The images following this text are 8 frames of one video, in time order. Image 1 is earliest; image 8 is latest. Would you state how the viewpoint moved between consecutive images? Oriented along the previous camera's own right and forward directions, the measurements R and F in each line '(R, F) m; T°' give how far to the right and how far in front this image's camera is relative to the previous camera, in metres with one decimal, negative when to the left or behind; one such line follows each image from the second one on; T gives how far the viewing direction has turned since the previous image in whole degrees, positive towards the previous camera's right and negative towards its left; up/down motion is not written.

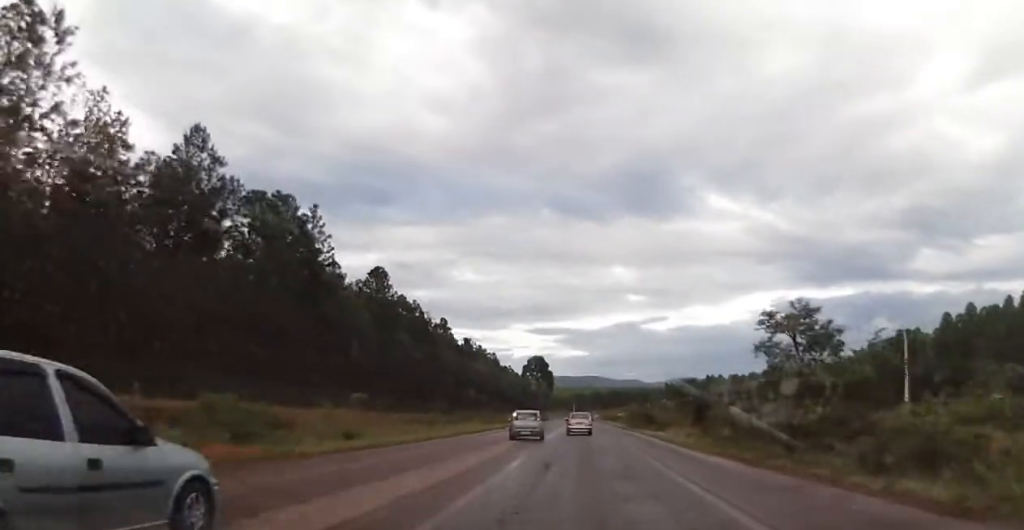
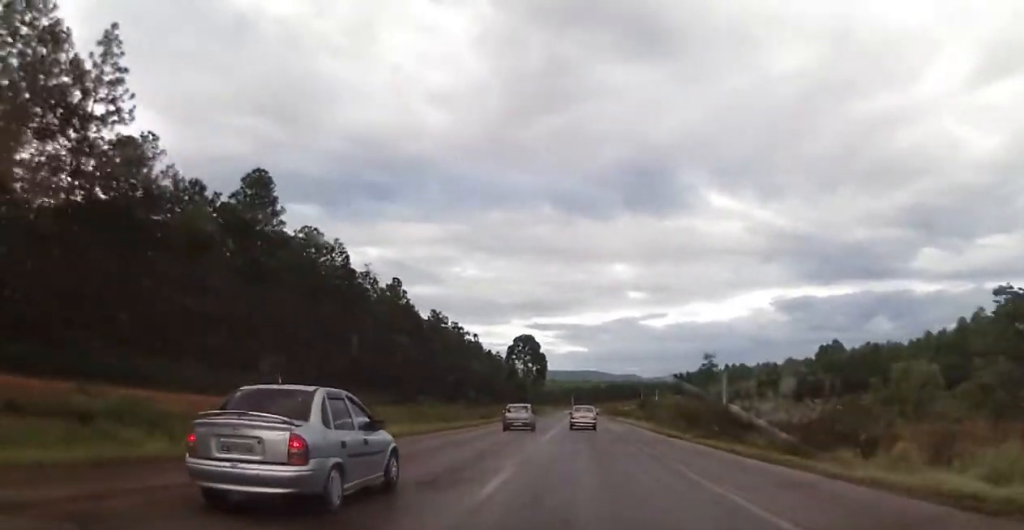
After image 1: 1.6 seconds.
(0.0, +35.4) m; 0°
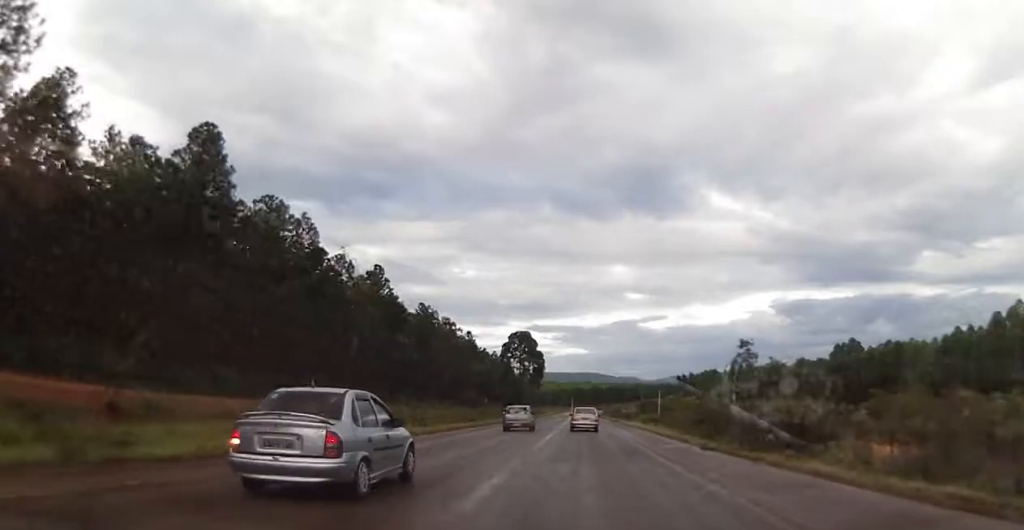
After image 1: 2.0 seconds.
(0.0, +9.0) m; 0°
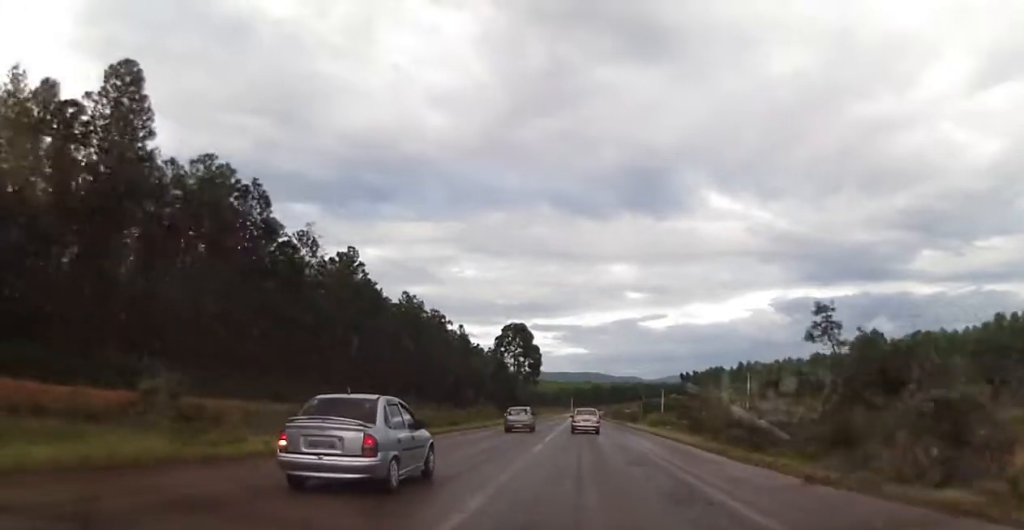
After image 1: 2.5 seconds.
(0.0, +10.6) m; 0°
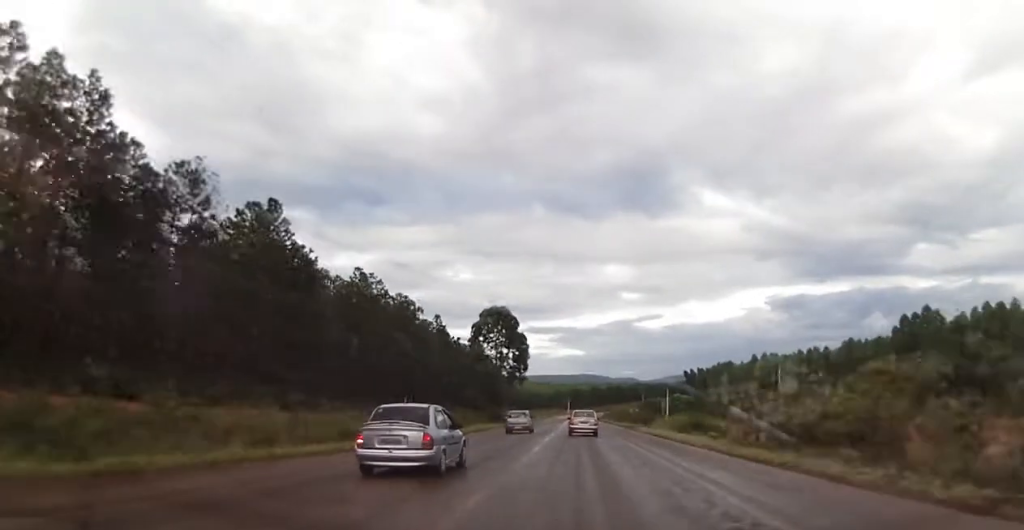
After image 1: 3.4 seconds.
(0.0, +21.1) m; 0°
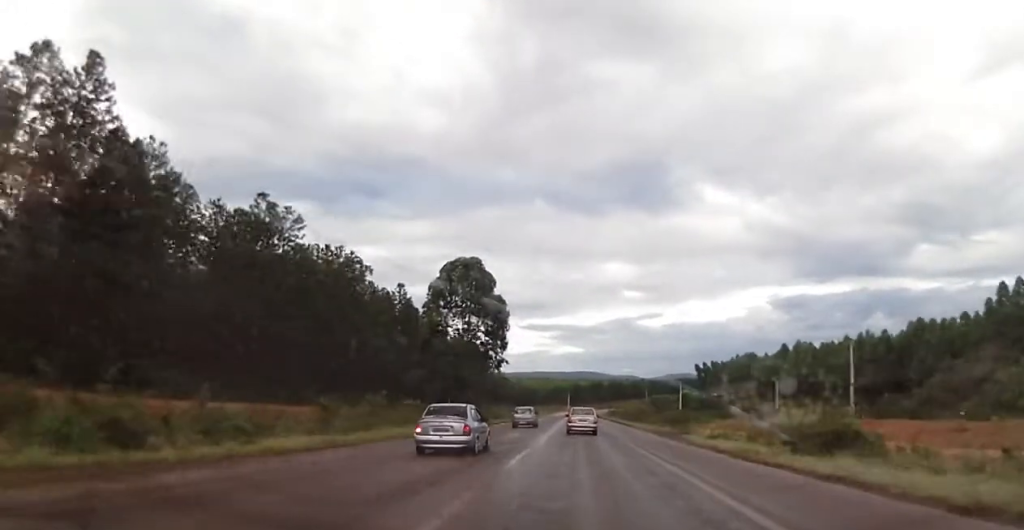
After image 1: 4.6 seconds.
(0.0, +27.5) m; 0°
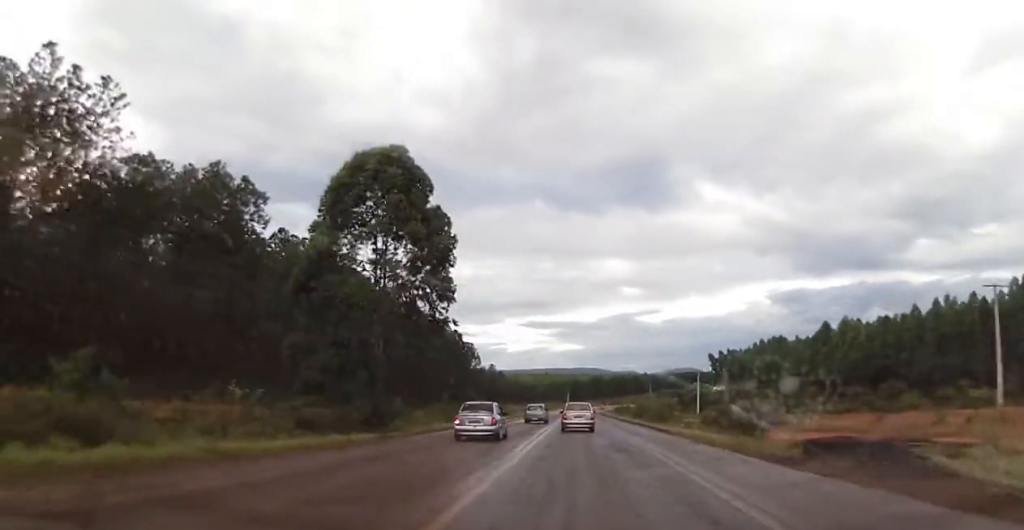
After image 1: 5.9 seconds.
(0.0, +28.2) m; 0°
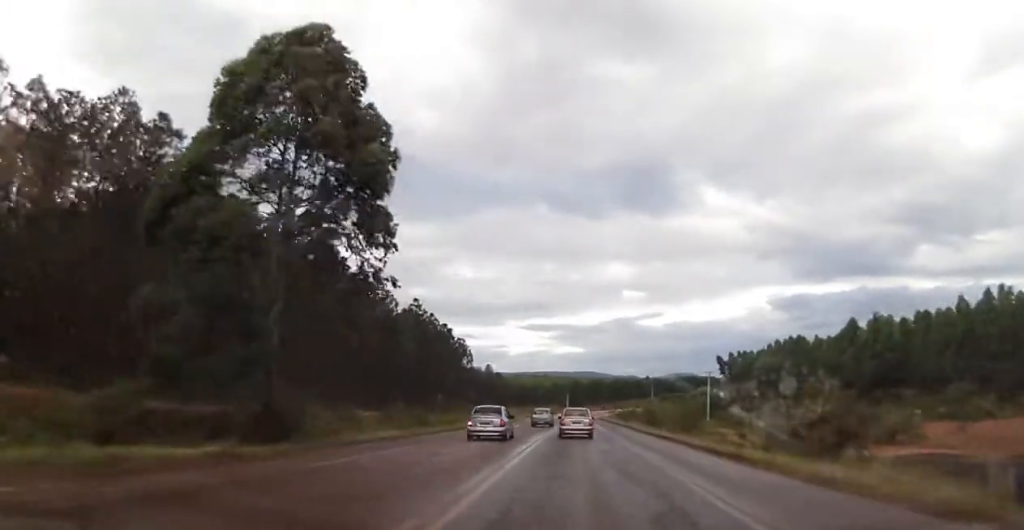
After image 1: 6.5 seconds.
(0.0, +13.4) m; 0°
